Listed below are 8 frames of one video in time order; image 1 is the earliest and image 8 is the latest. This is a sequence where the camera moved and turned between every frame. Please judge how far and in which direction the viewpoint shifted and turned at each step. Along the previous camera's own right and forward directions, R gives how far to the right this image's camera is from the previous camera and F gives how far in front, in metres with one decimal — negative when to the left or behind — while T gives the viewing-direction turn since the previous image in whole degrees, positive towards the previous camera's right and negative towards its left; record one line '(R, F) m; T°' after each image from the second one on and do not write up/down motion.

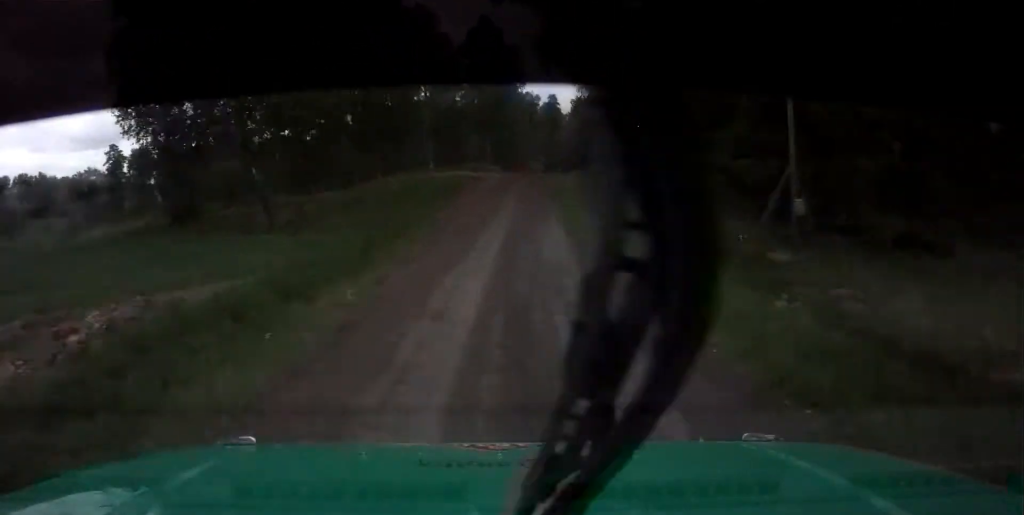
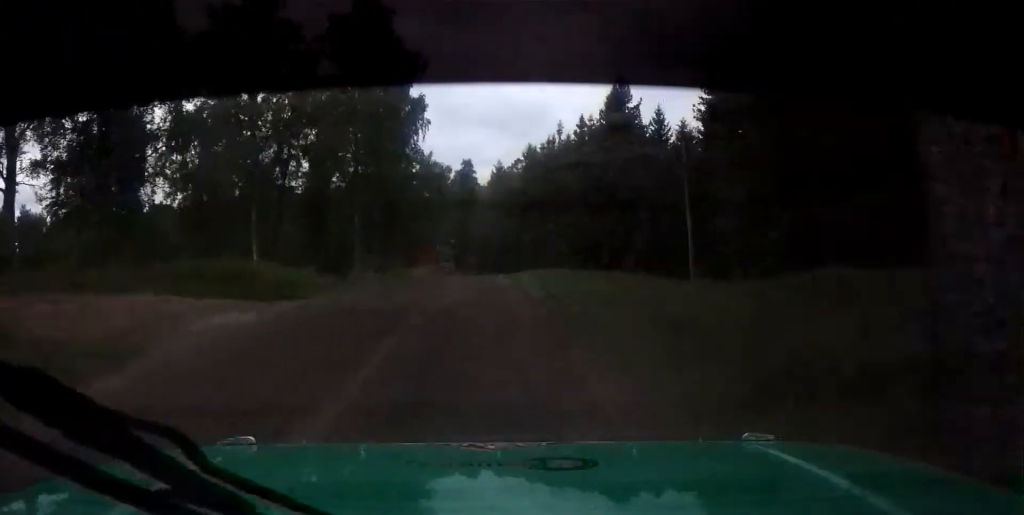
(+0.5, +33.8) m; +2°
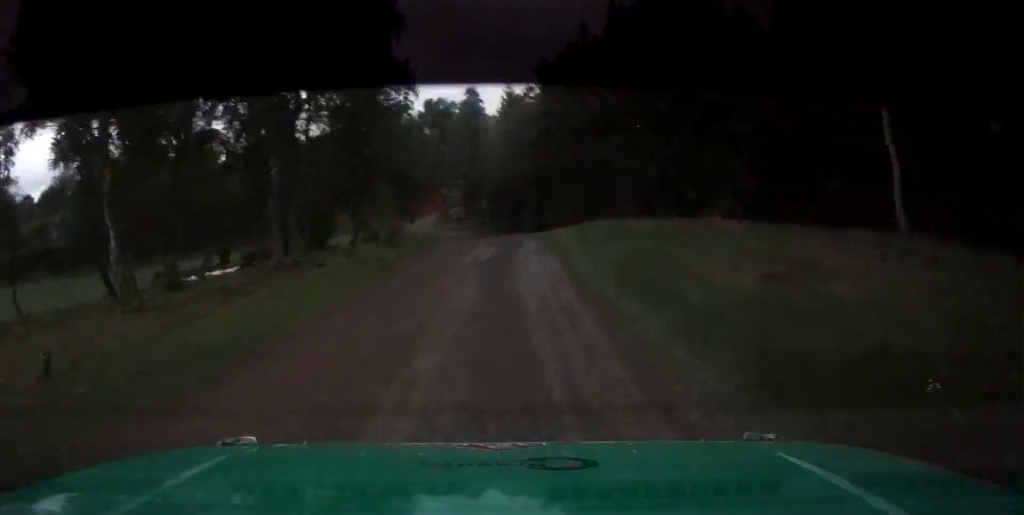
(+0.2, +18.7) m; +1°
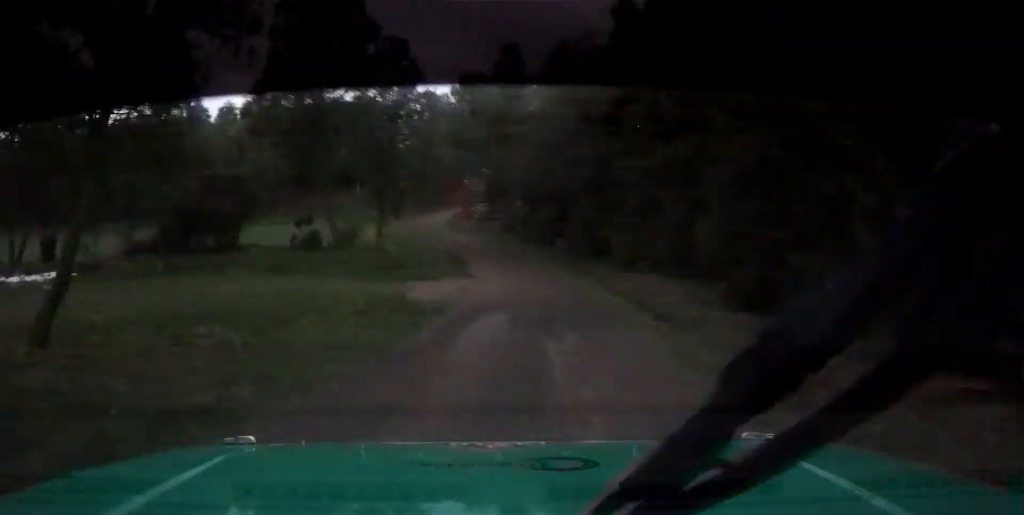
(+0.1, +28.7) m; -2°
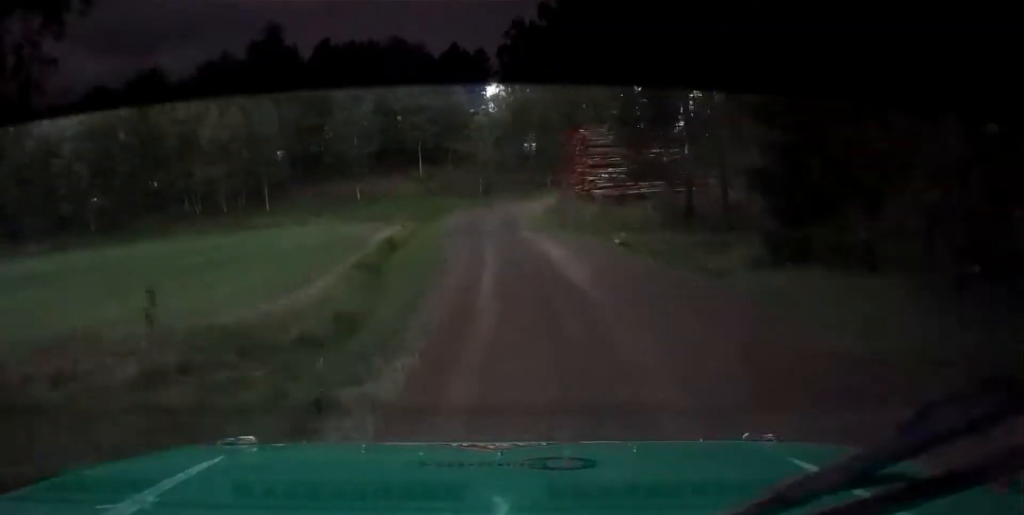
(-3.4, +46.6) m; -8°
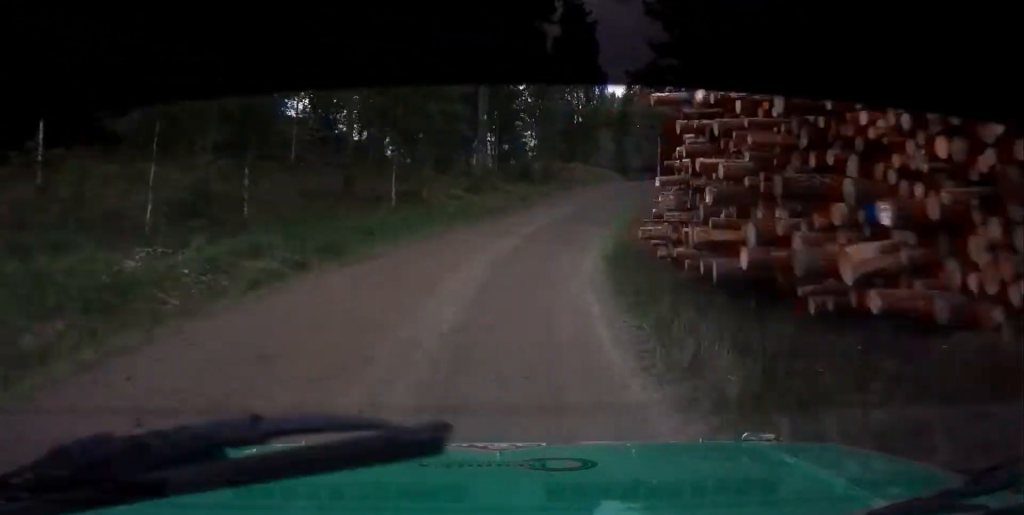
(+0.4, +55.3) m; +11°
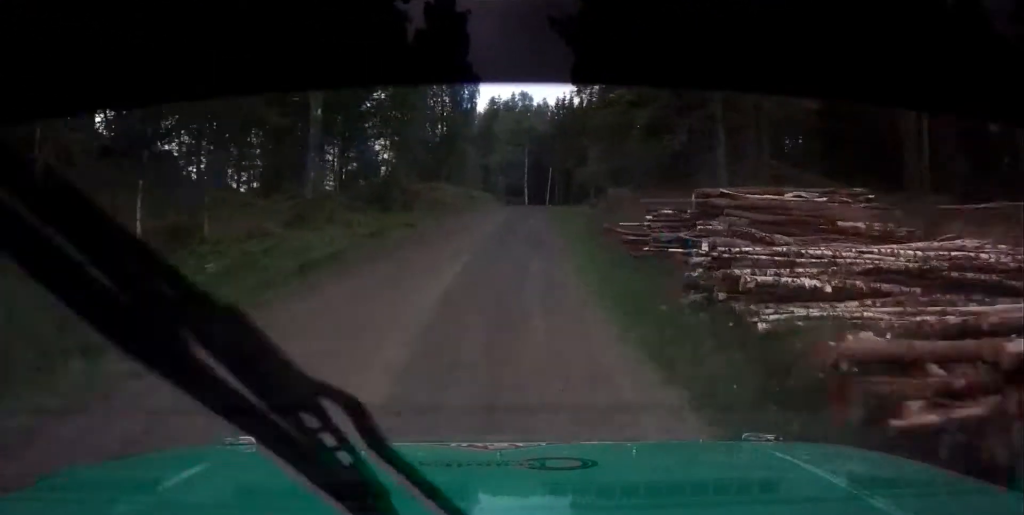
(+1.7, +14.1) m; +7°
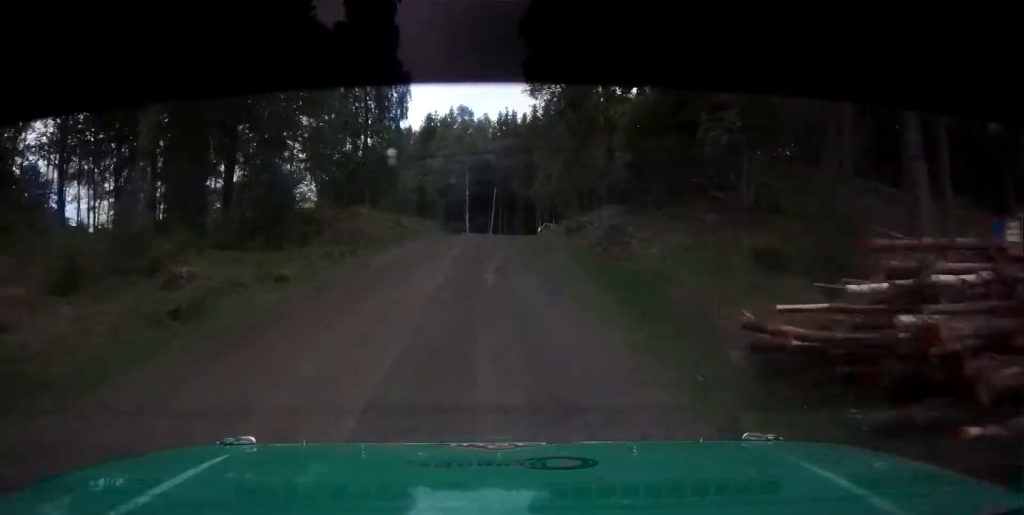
(+0.8, +10.9) m; +5°
